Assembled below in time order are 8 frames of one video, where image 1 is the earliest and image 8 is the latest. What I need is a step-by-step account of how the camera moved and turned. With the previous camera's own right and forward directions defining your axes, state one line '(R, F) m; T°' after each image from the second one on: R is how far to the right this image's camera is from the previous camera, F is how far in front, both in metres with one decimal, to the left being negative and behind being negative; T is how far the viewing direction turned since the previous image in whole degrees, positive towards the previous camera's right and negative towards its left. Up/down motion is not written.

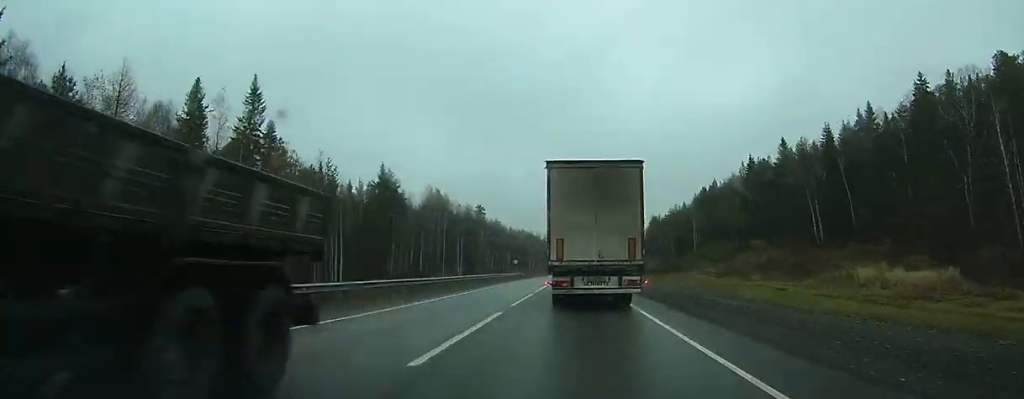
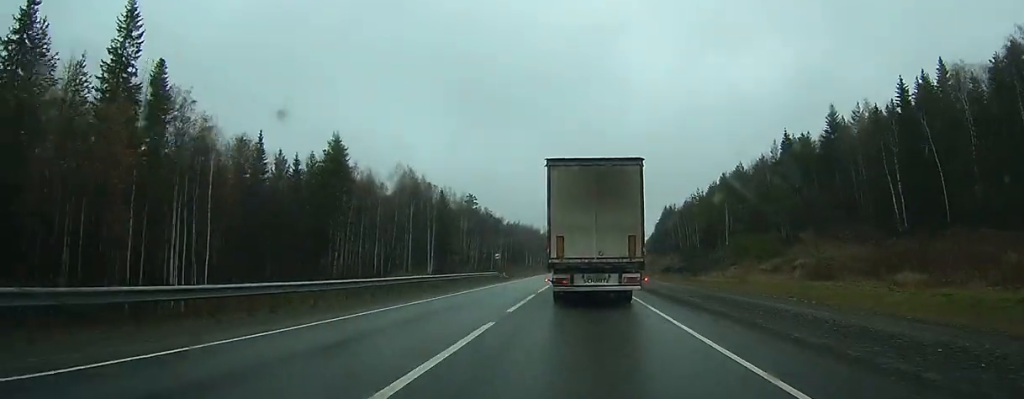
(0.0, +27.5) m; +1°
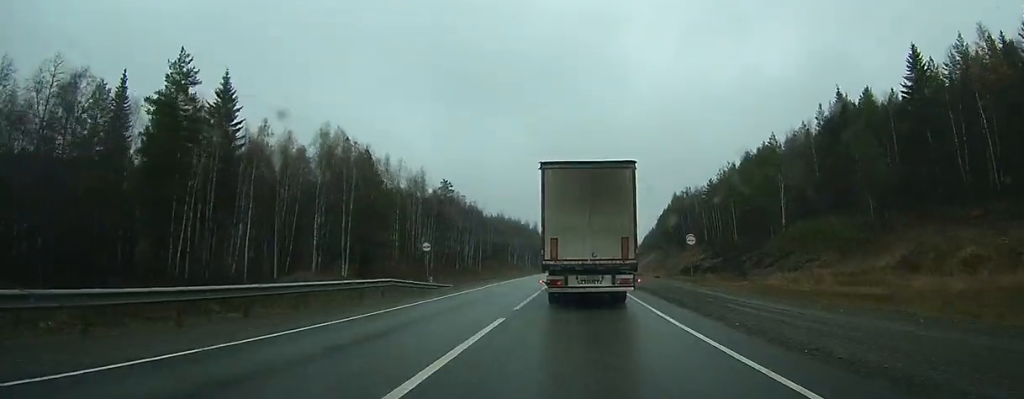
(+0.2, +34.1) m; +1°
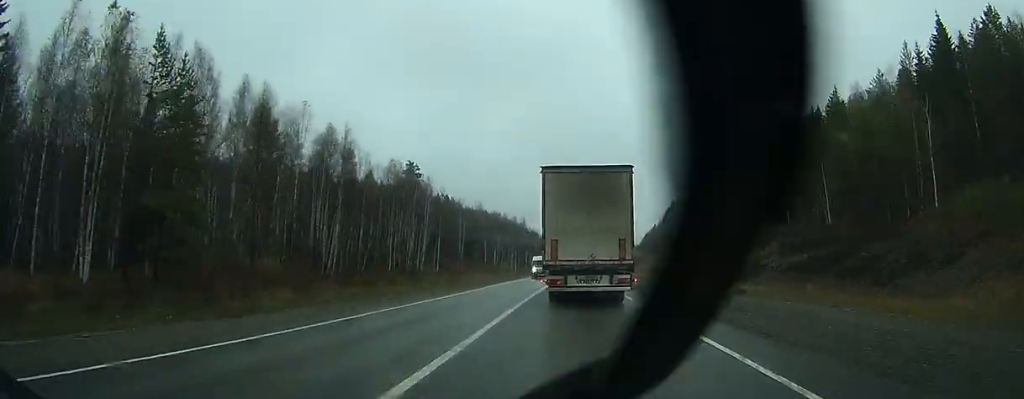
(+0.5, +36.0) m; +1°
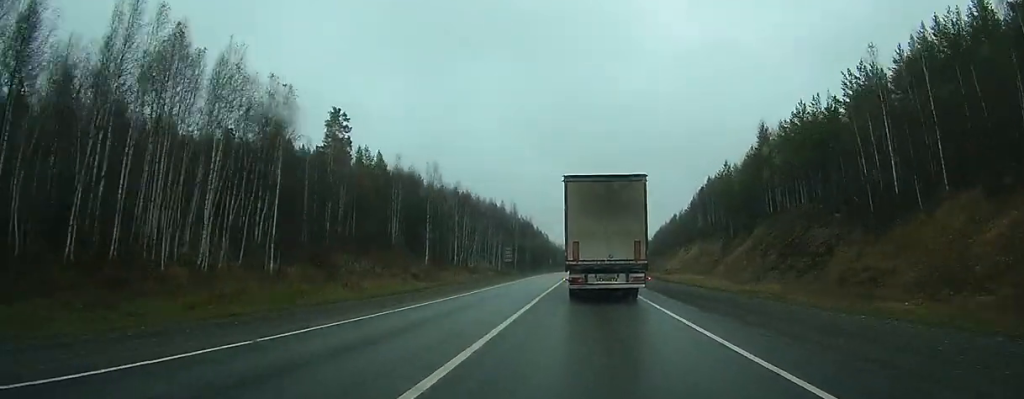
(0.0, +55.7) m; 0°
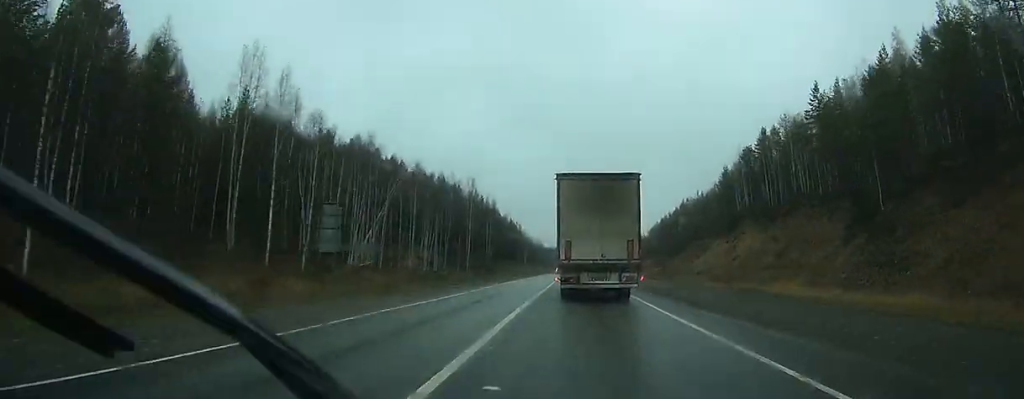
(+0.4, +59.3) m; +1°
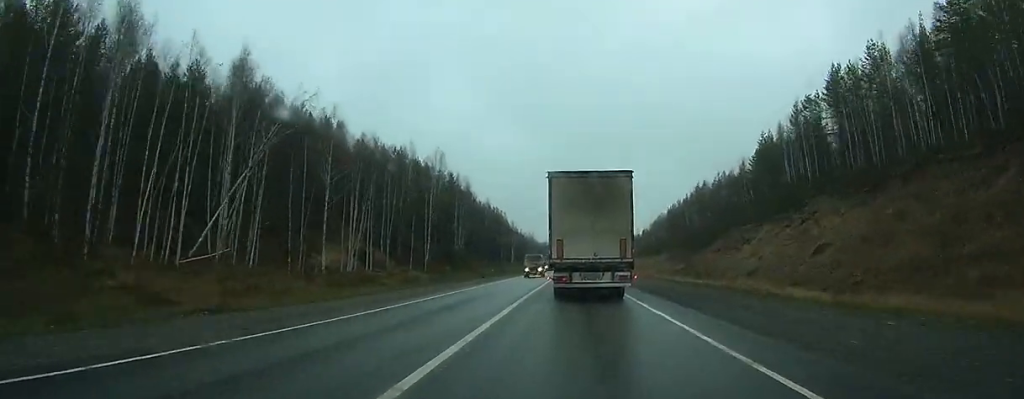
(0.0, +32.9) m; 0°
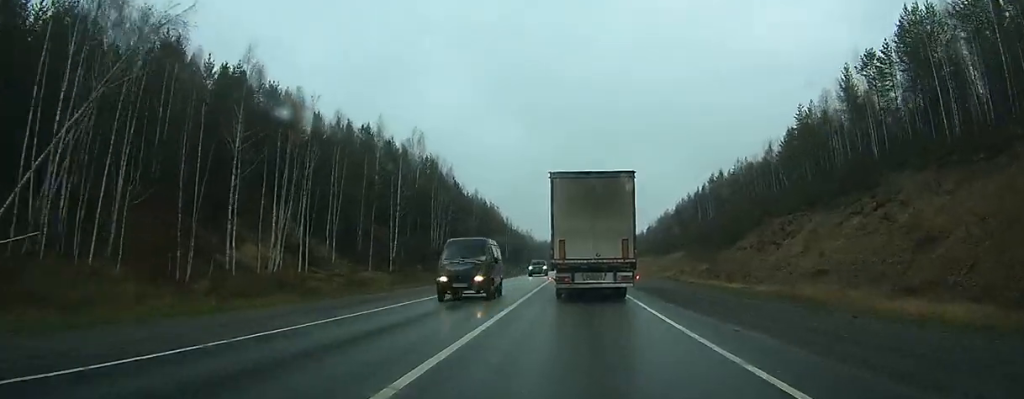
(0.0, +18.7) m; 0°
